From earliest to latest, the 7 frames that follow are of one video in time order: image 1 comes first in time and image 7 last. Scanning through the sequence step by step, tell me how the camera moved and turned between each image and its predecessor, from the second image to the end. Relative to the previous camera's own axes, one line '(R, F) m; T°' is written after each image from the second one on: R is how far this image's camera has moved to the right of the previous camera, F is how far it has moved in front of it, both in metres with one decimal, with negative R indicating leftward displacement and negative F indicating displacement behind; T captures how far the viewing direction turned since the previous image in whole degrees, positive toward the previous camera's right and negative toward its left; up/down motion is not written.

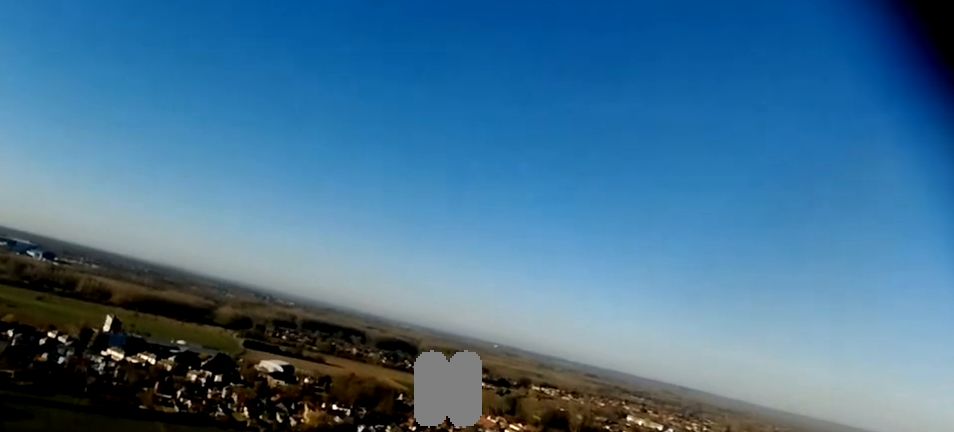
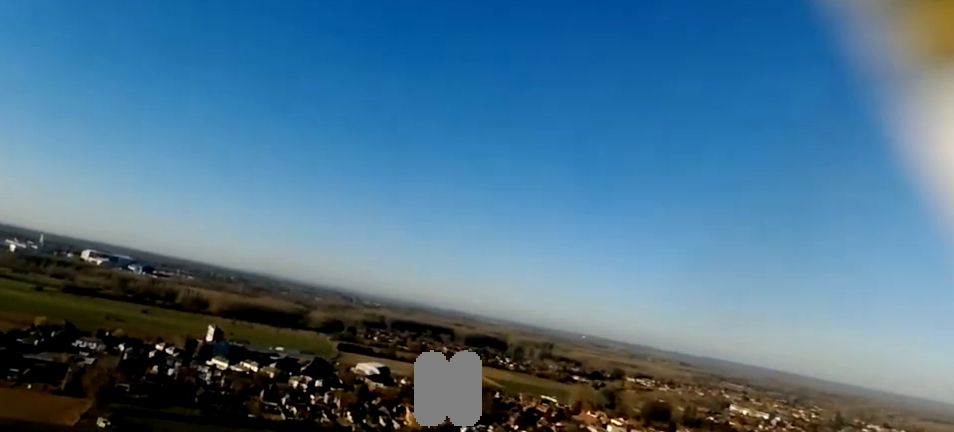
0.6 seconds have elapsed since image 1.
(-0.4, +11.2) m; -4°
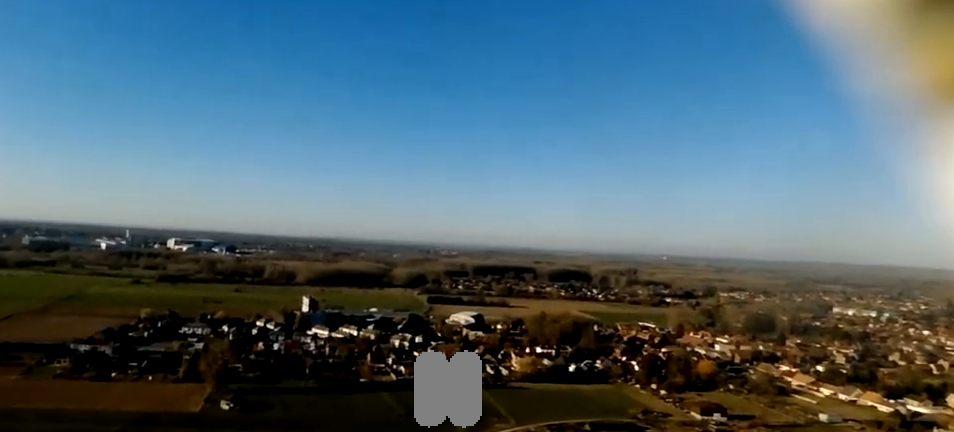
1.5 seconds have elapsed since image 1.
(-0.8, +14.7) m; -6°
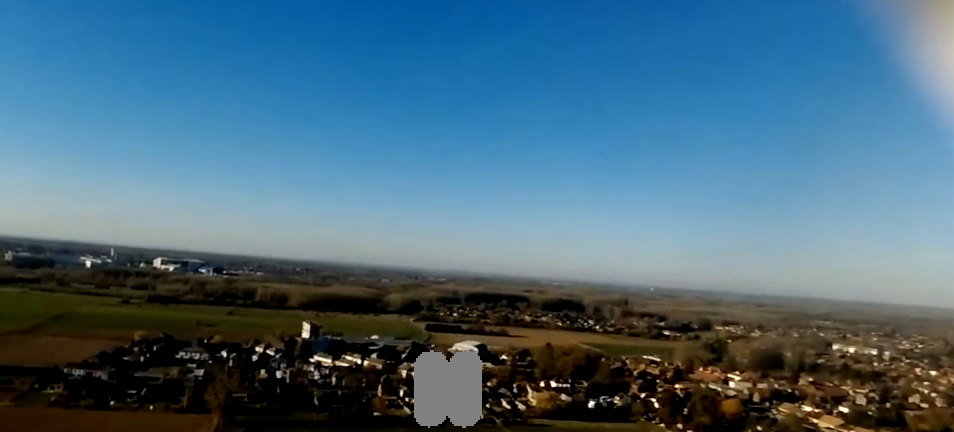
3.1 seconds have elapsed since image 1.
(-1.8, +26.2) m; -11°
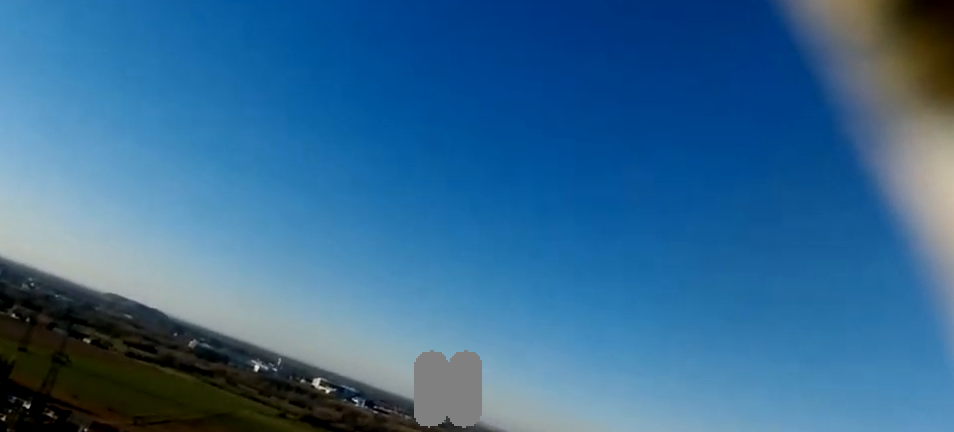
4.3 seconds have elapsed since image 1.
(-2.5, +23.5) m; -12°
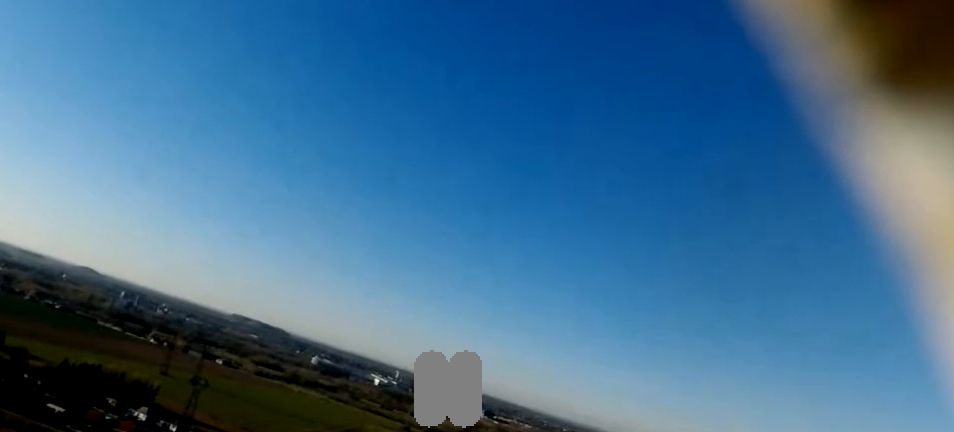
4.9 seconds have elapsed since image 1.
(-0.8, +10.6) m; -6°
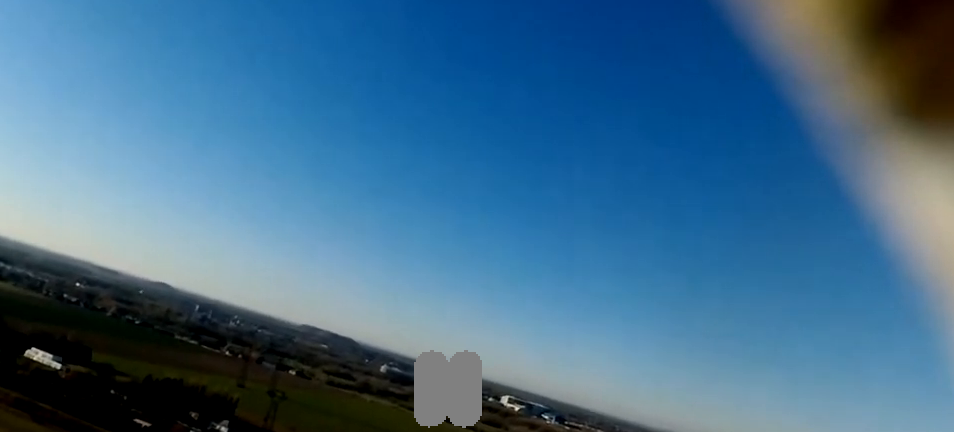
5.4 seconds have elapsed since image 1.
(0.0, +7.4) m; -4°
